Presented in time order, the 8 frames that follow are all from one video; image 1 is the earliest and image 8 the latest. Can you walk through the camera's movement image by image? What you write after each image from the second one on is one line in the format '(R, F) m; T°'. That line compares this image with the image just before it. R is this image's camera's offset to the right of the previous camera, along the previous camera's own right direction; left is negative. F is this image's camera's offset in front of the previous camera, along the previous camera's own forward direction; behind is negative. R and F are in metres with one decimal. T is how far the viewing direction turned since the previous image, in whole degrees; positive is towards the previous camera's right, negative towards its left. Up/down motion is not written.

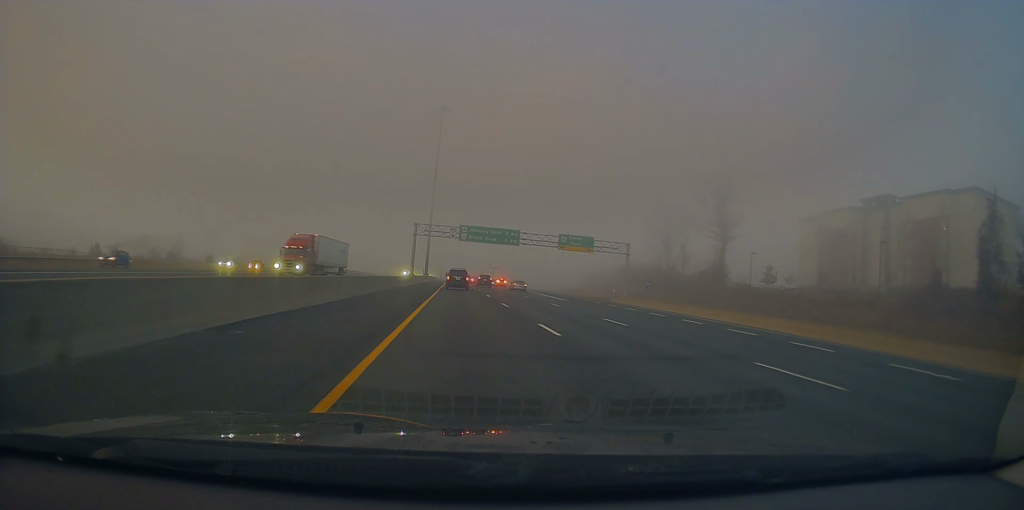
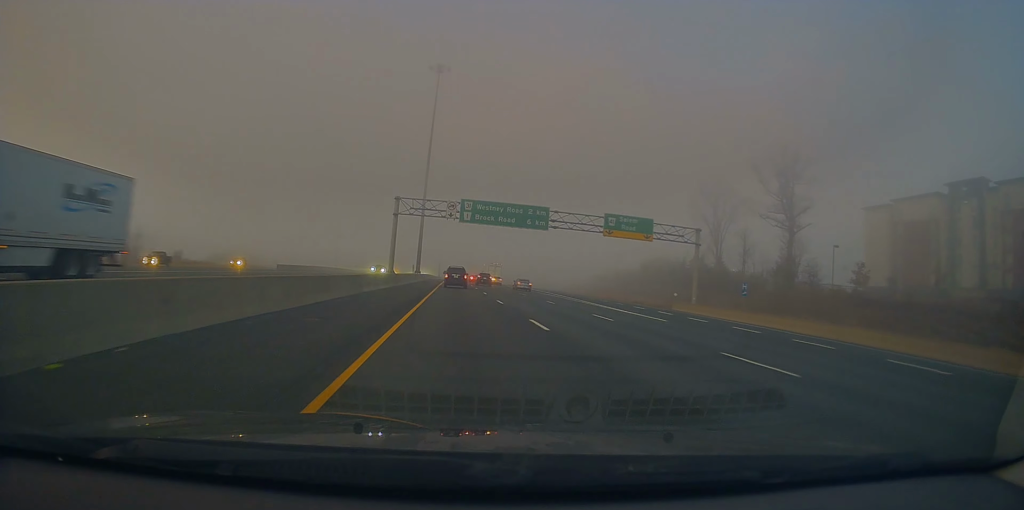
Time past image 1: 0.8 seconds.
(+0.2, +22.7) m; +1°
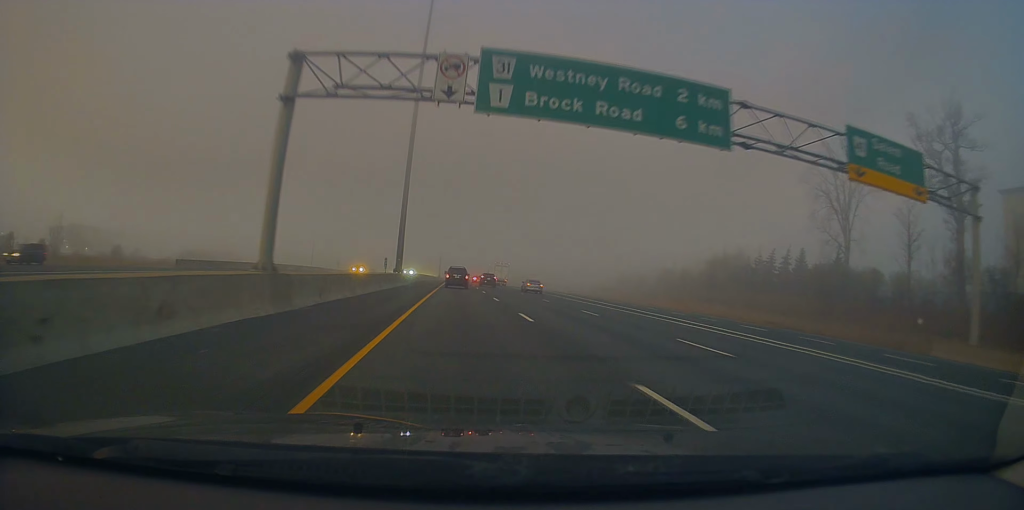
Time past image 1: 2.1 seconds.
(-0.2, +34.5) m; -1°
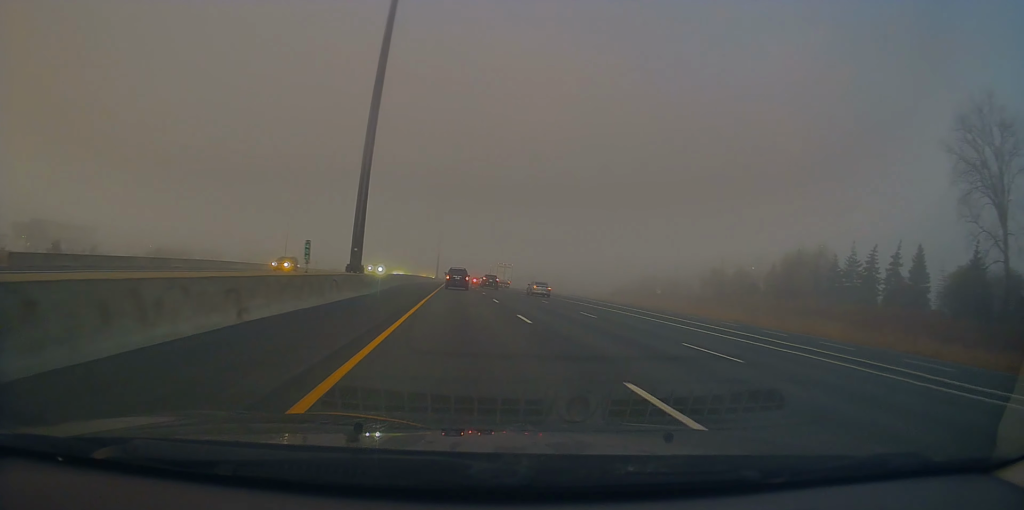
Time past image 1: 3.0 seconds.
(-0.1, +24.8) m; 0°
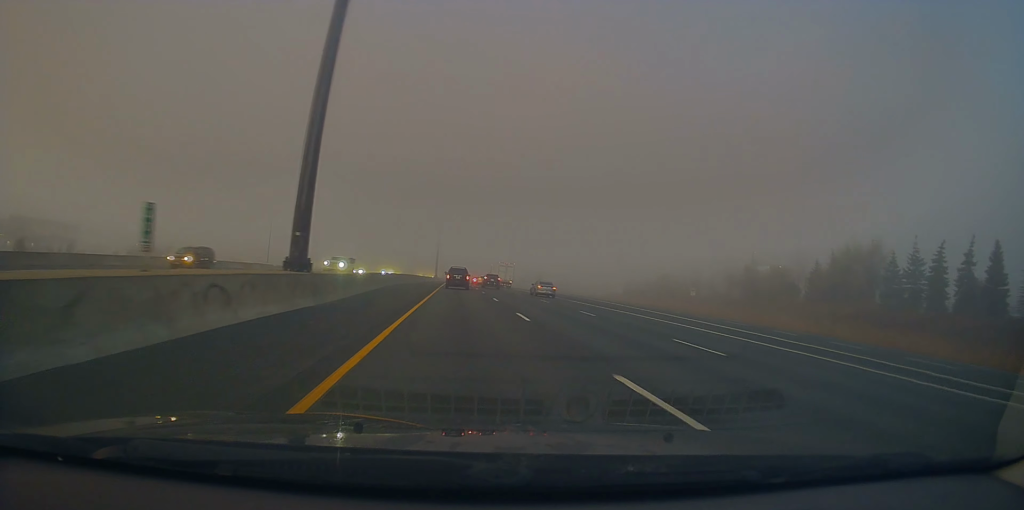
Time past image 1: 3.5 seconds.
(+0.2, +11.5) m; 0°
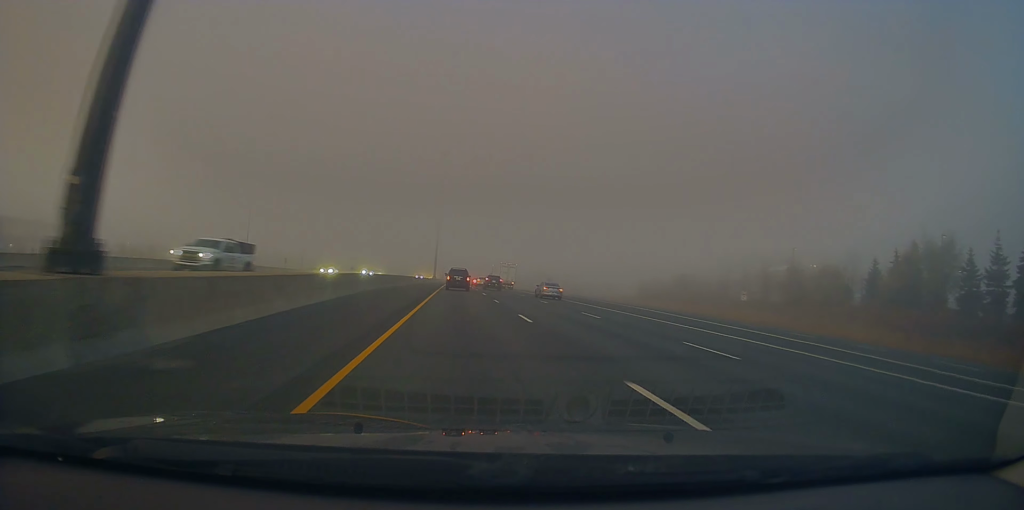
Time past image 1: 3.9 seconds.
(0.0, +12.4) m; 0°
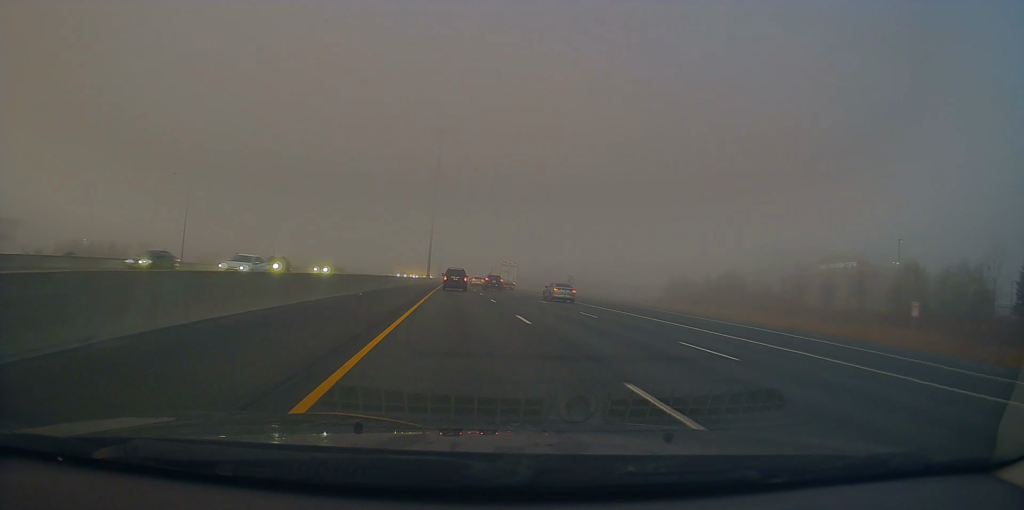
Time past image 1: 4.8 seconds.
(-0.2, +25.2) m; 0°
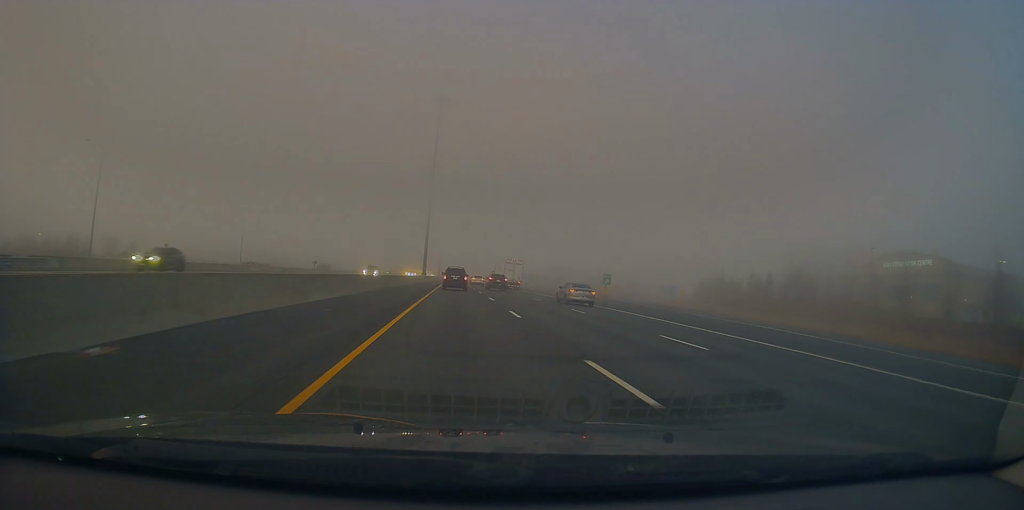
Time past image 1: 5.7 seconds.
(+0.3, +22.3) m; 0°
